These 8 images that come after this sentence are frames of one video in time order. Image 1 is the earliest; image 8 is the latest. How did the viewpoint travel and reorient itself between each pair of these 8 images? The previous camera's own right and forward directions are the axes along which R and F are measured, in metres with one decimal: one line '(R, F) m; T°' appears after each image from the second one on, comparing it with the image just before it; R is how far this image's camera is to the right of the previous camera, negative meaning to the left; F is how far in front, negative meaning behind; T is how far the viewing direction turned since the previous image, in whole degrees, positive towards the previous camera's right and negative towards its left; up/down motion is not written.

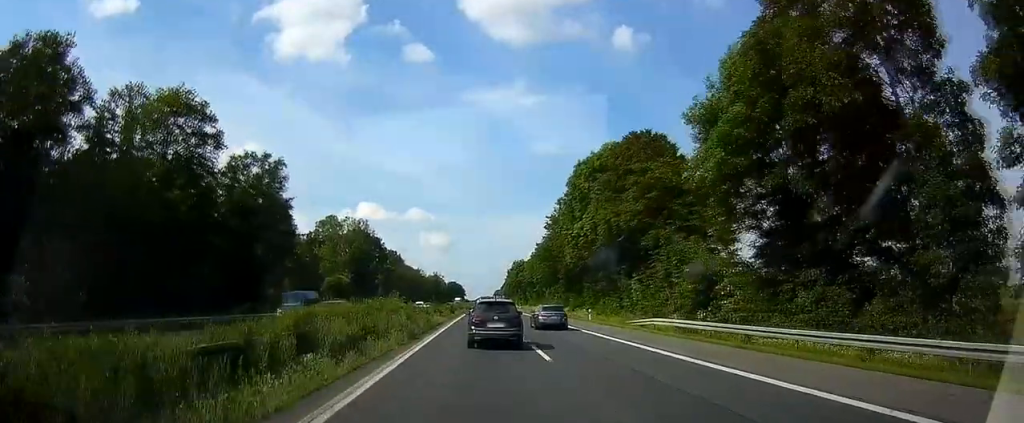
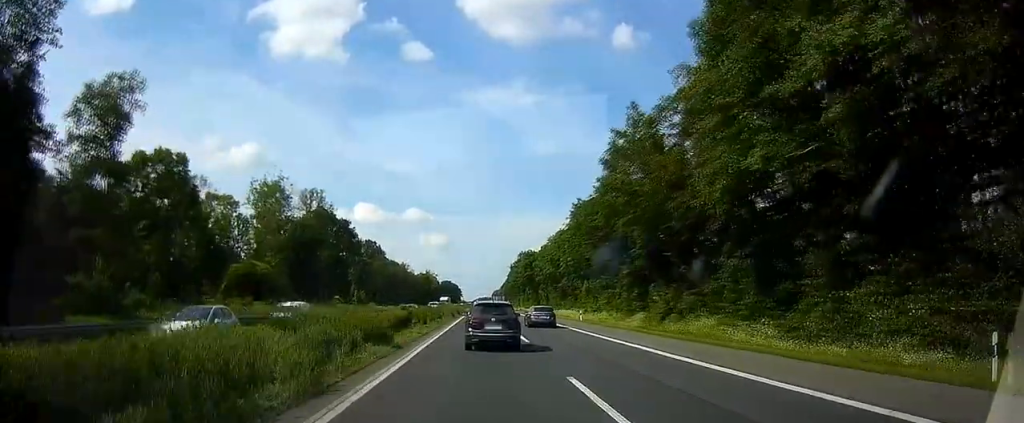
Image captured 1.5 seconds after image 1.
(-0.1, +44.8) m; 0°
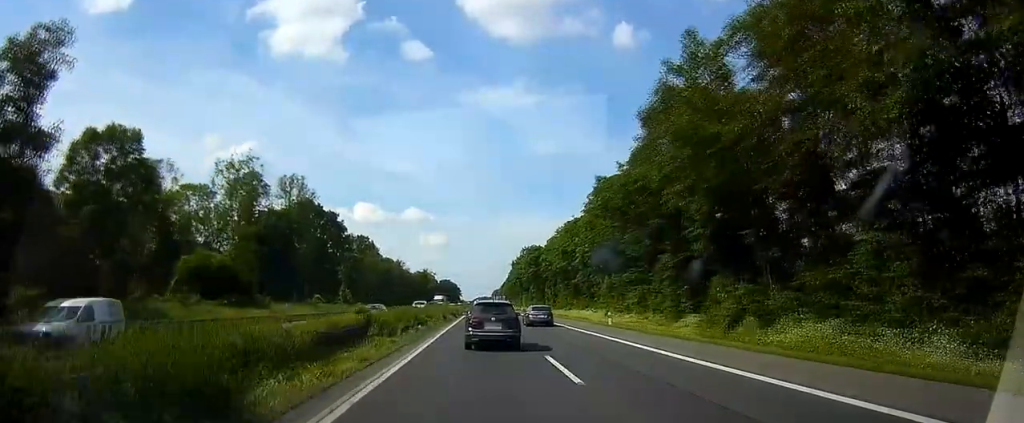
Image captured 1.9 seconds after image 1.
(0.0, +12.7) m; 0°
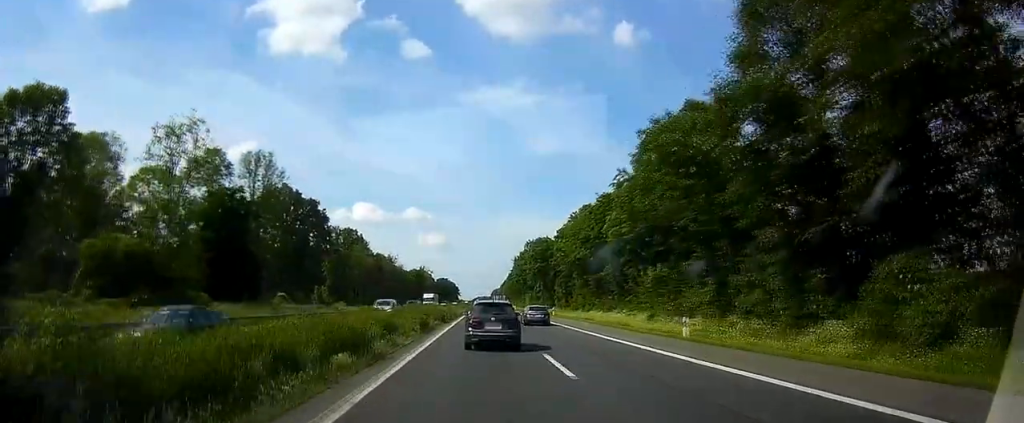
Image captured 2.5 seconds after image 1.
(0.0, +17.1) m; 0°
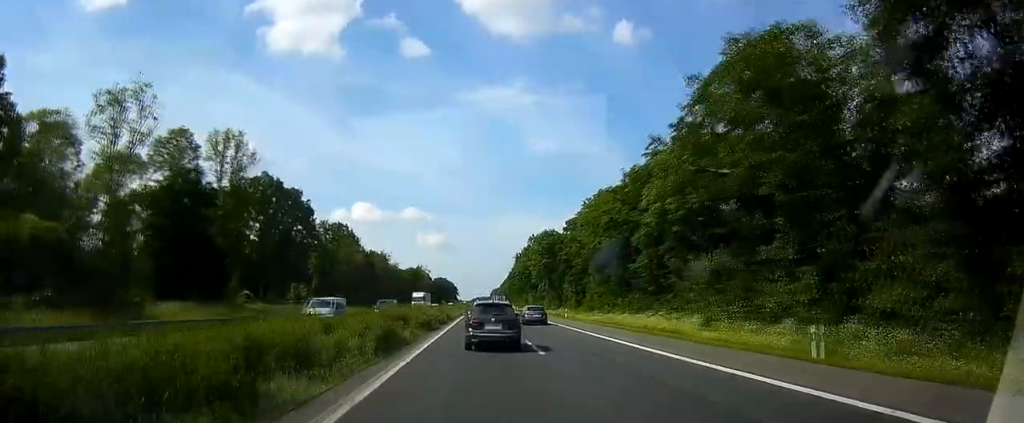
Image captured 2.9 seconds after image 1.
(0.0, +12.4) m; 0°
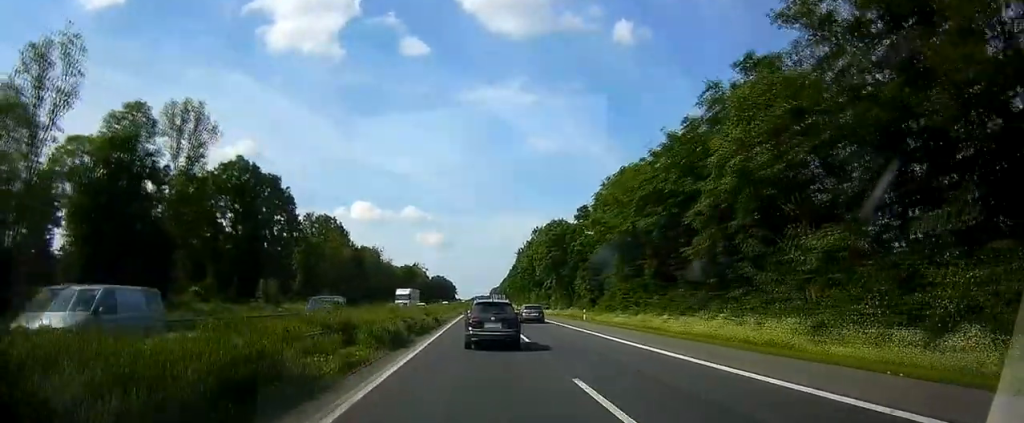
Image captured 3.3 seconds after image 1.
(0.0, +13.5) m; 0°
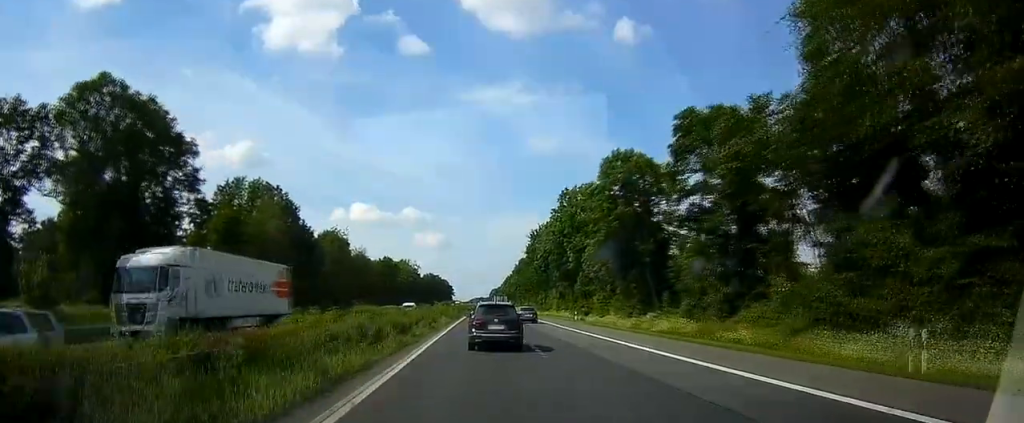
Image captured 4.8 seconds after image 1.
(0.0, +50.7) m; 0°
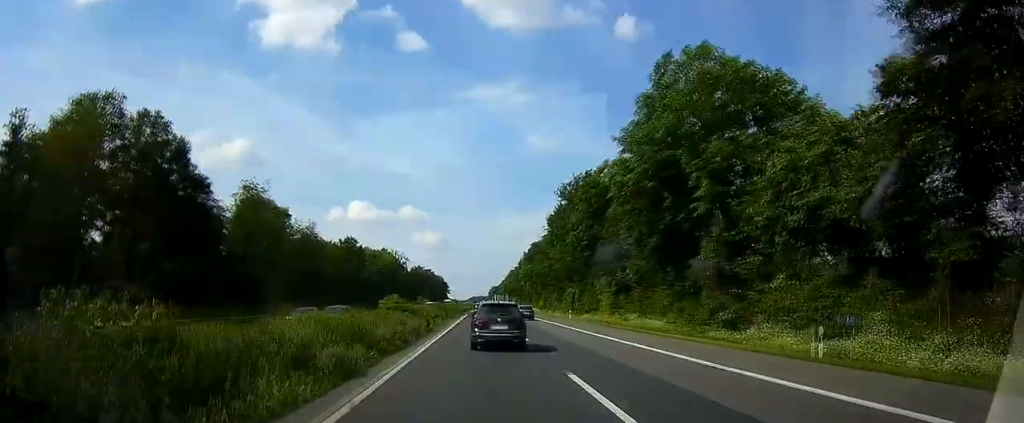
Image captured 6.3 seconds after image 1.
(+0.2, +46.8) m; 0°
